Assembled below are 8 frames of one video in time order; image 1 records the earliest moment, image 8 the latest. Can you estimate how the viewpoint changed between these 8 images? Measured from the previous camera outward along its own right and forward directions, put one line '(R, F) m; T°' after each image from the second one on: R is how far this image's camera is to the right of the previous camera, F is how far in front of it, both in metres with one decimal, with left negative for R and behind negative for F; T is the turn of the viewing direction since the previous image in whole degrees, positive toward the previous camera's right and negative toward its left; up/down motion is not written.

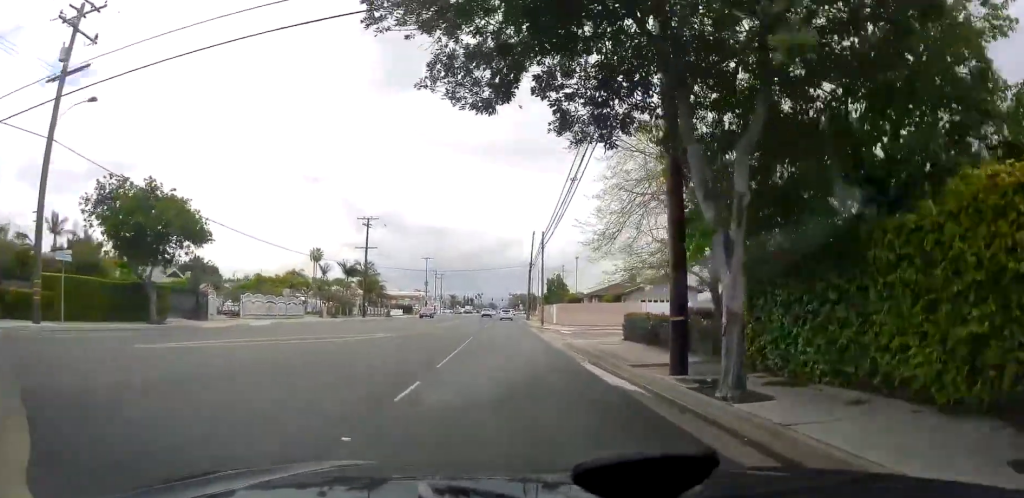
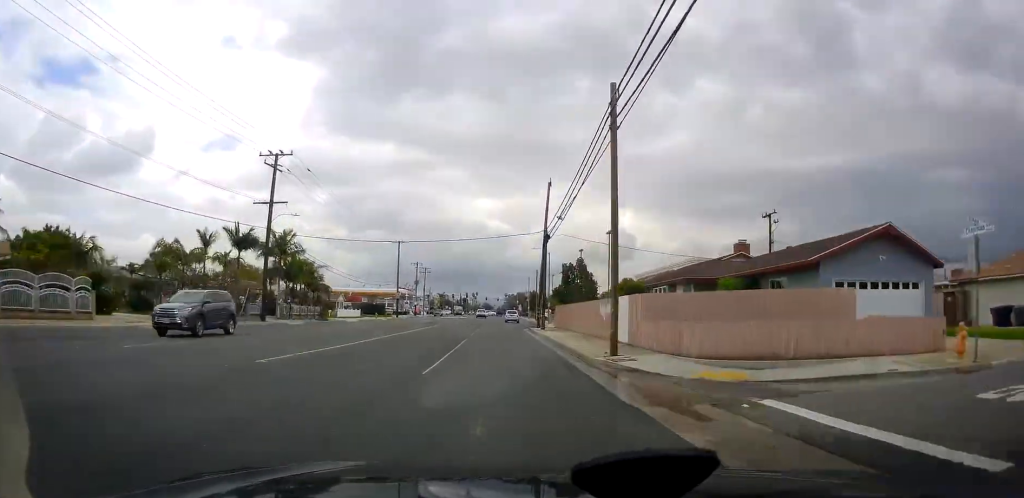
(0.0, +32.7) m; 0°
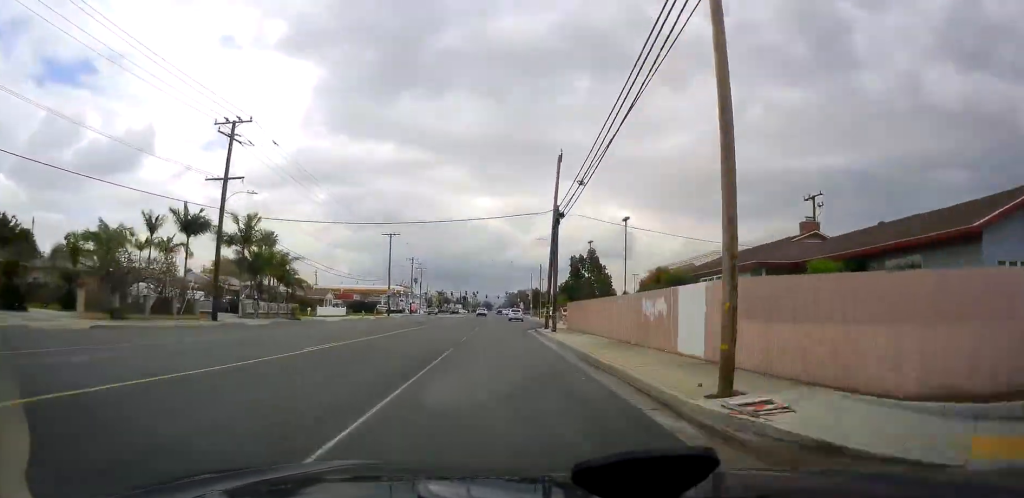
(0.0, +8.5) m; 0°
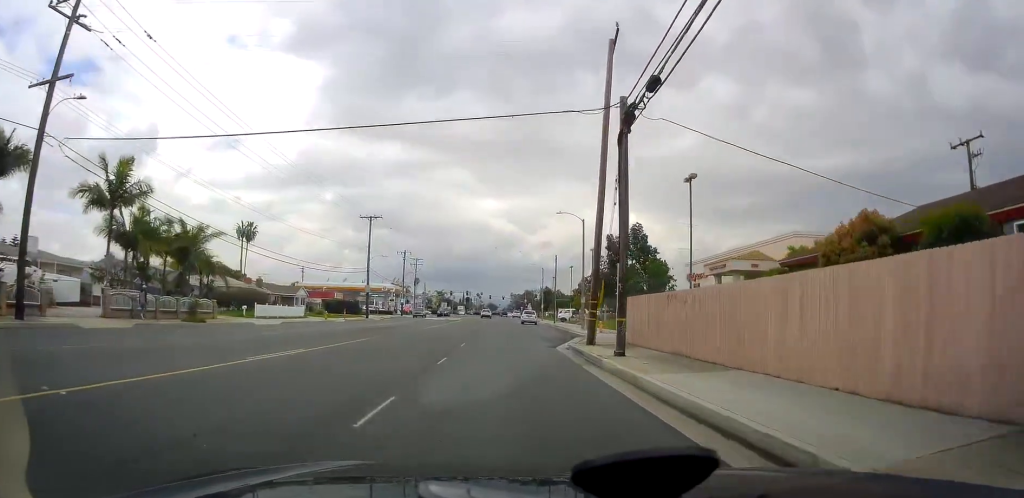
(0.0, +18.6) m; 0°
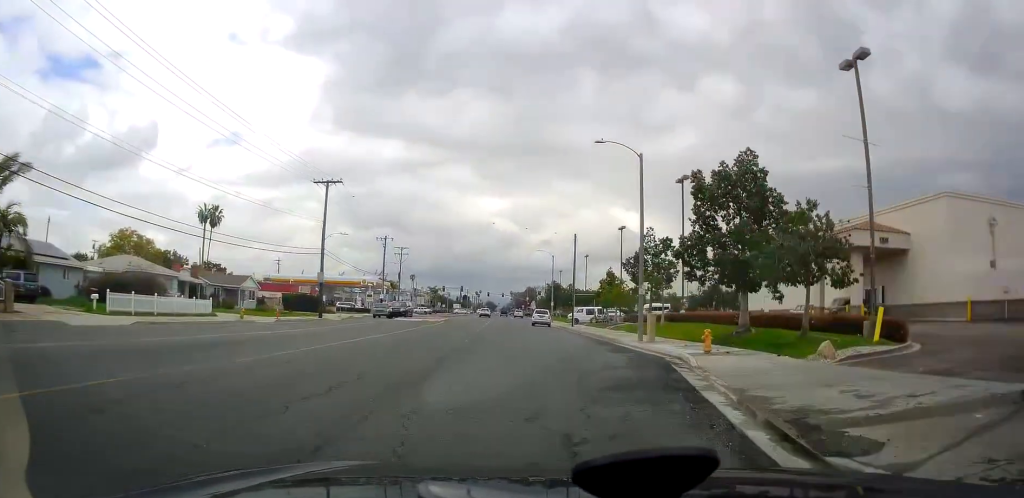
(0.0, +20.4) m; 0°
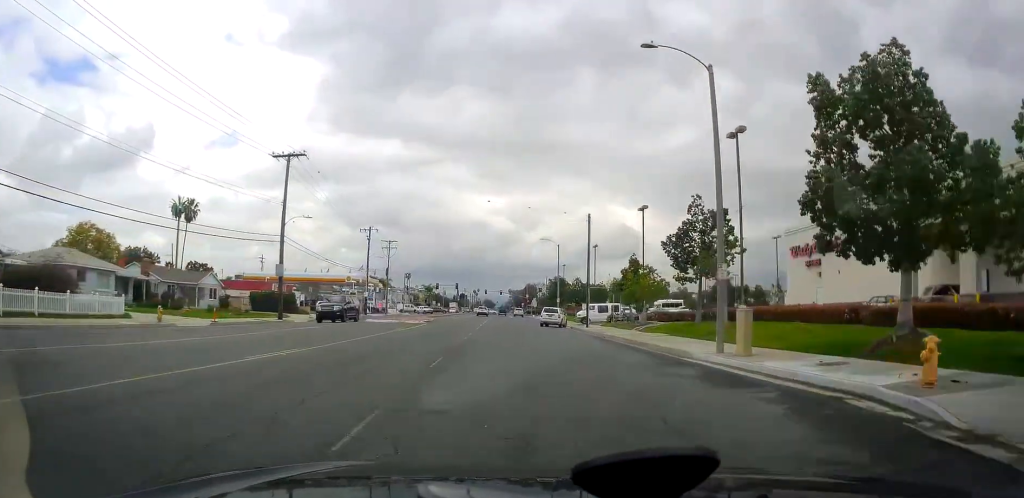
(0.0, +10.7) m; 0°
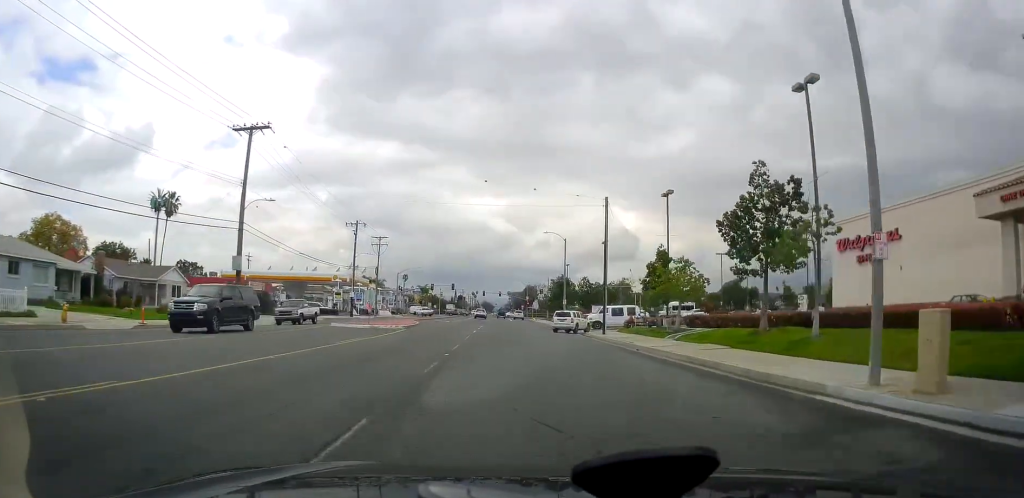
(0.0, +8.0) m; 0°
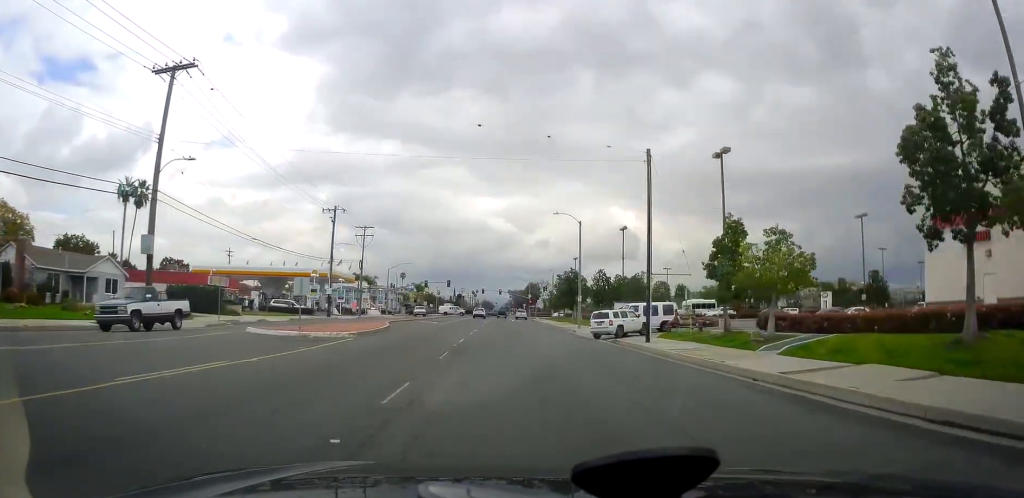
(0.0, +11.4) m; +1°
